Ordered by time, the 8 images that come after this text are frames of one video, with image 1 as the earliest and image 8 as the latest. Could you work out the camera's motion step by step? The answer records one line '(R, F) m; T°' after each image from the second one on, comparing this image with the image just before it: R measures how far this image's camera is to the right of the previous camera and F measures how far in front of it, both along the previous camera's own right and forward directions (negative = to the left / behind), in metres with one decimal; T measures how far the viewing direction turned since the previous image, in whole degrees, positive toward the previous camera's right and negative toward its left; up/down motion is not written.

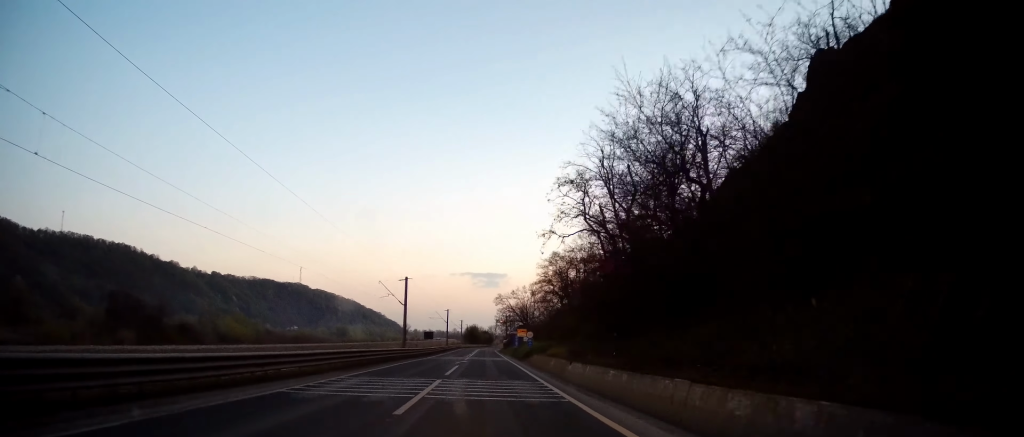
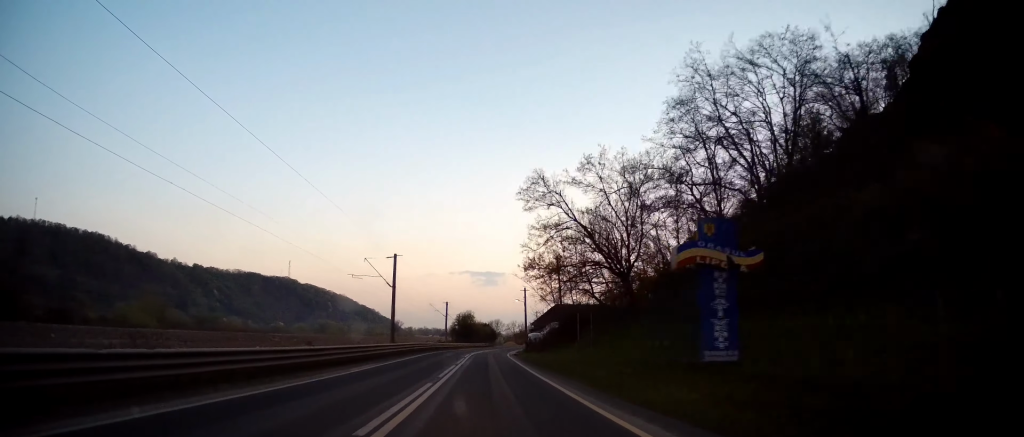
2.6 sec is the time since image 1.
(+0.8, +69.1) m; 0°
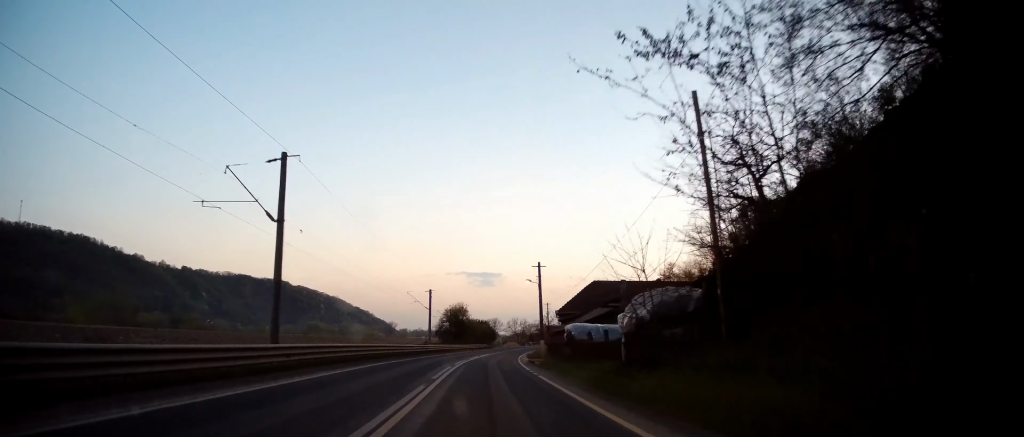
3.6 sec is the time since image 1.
(-0.4, +25.9) m; 0°
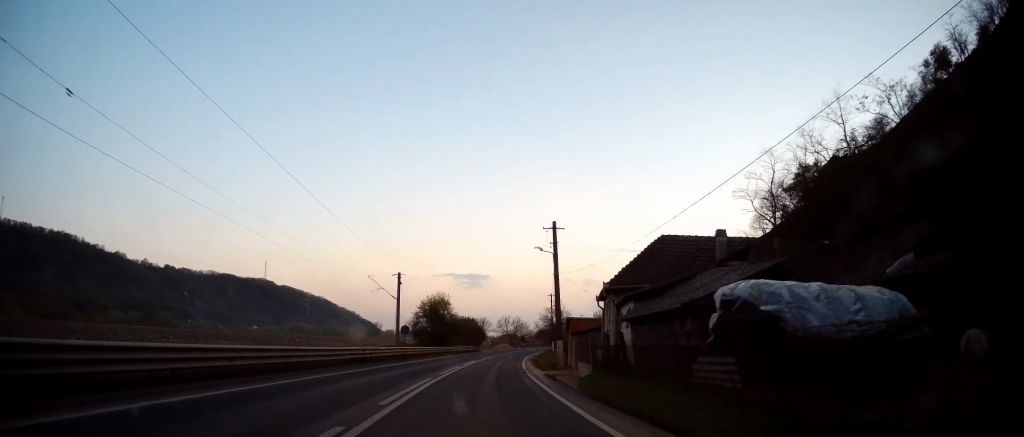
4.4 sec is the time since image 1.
(-0.1, +19.6) m; +1°
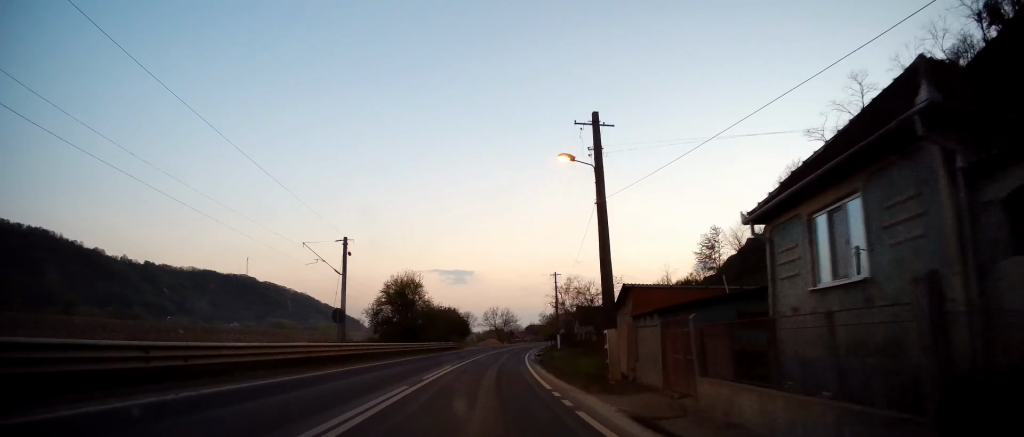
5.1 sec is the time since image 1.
(+0.4, +17.7) m; +2°
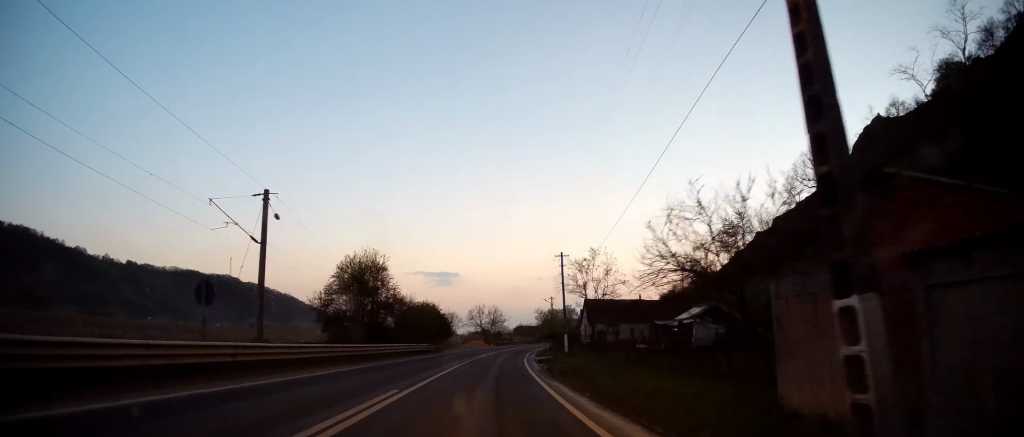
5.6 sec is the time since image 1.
(+0.1, +13.4) m; +1°
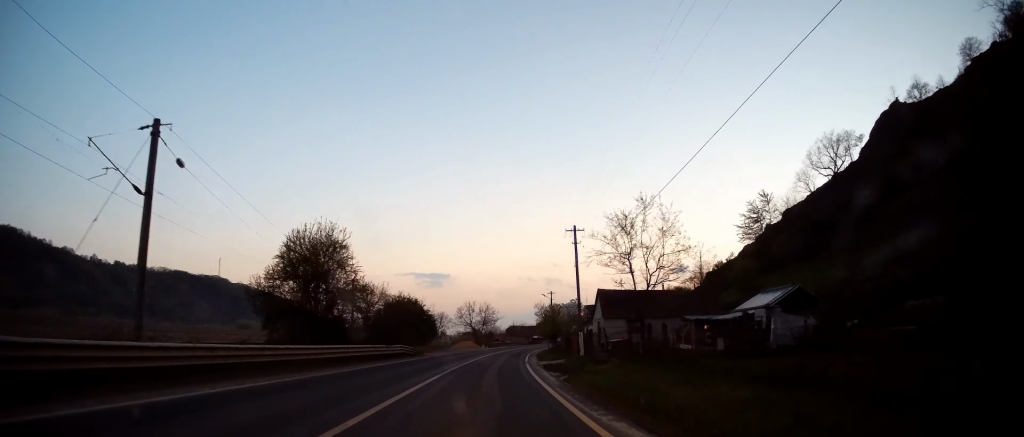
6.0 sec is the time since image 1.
(-0.1, +10.0) m; +1°
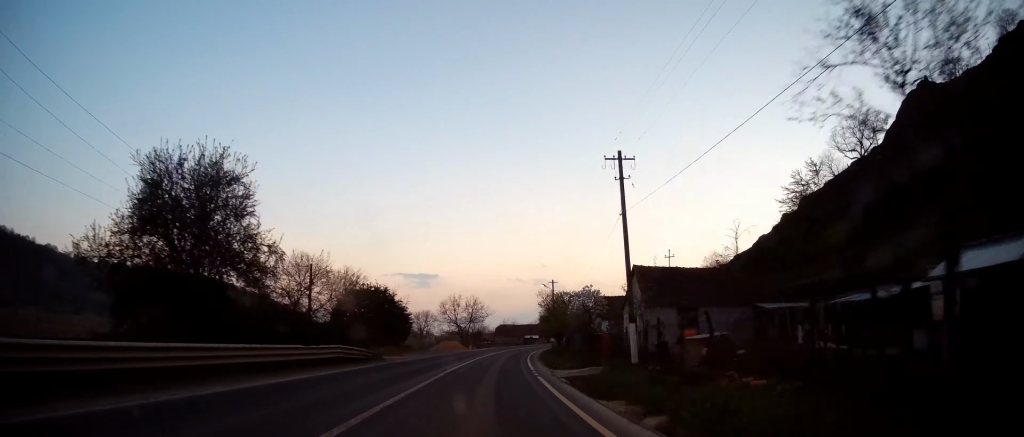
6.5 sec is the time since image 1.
(+0.2, +13.3) m; +1°
